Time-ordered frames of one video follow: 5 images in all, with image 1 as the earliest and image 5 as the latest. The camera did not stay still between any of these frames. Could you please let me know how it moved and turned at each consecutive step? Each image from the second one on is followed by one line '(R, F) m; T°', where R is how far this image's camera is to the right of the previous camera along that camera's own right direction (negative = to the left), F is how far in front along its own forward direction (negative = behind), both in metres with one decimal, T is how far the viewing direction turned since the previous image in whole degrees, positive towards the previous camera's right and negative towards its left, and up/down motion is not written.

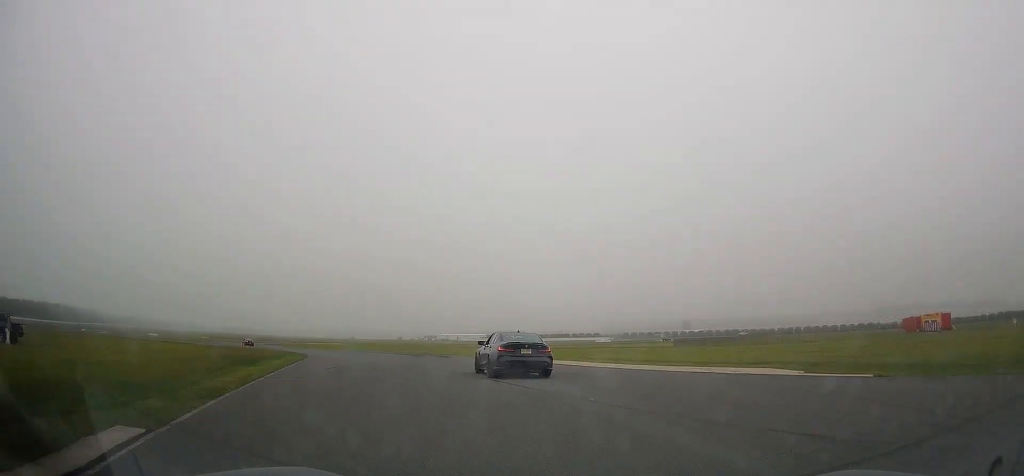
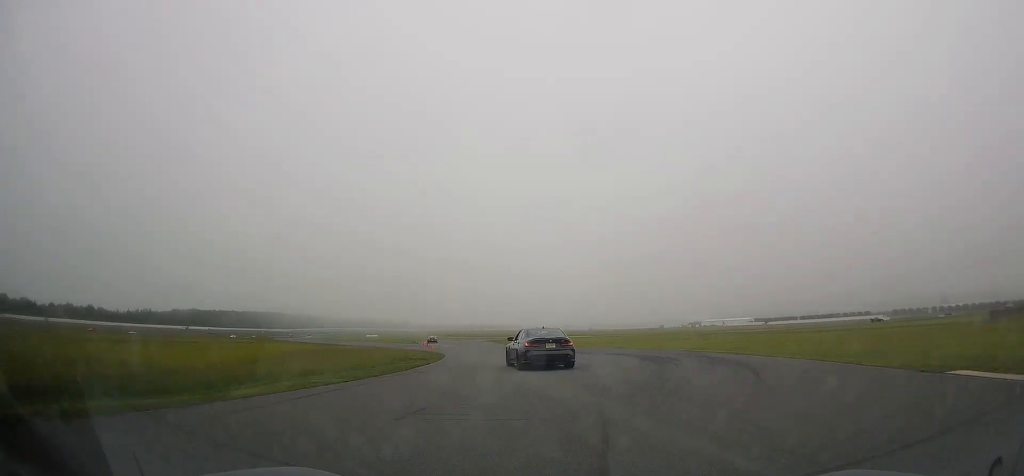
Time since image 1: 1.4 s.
(-7.1, +29.5) m; -23°
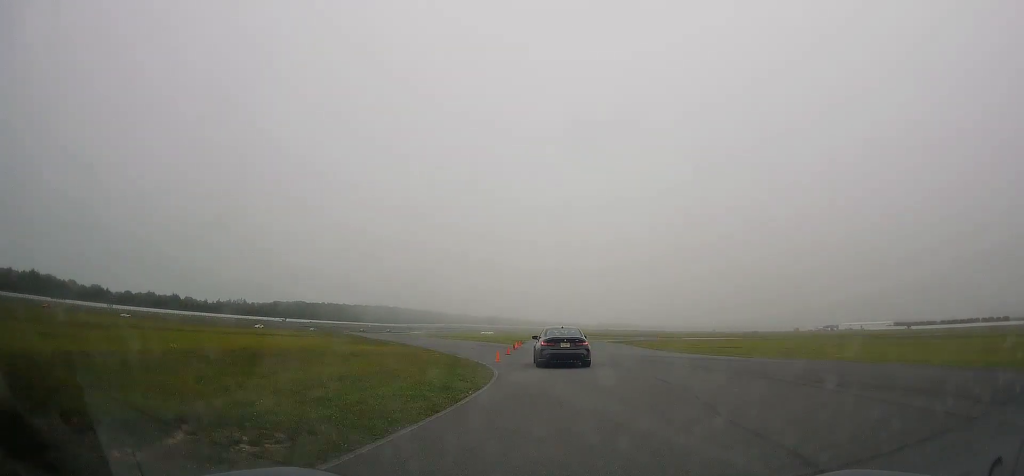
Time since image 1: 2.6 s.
(-3.7, +27.4) m; -11°
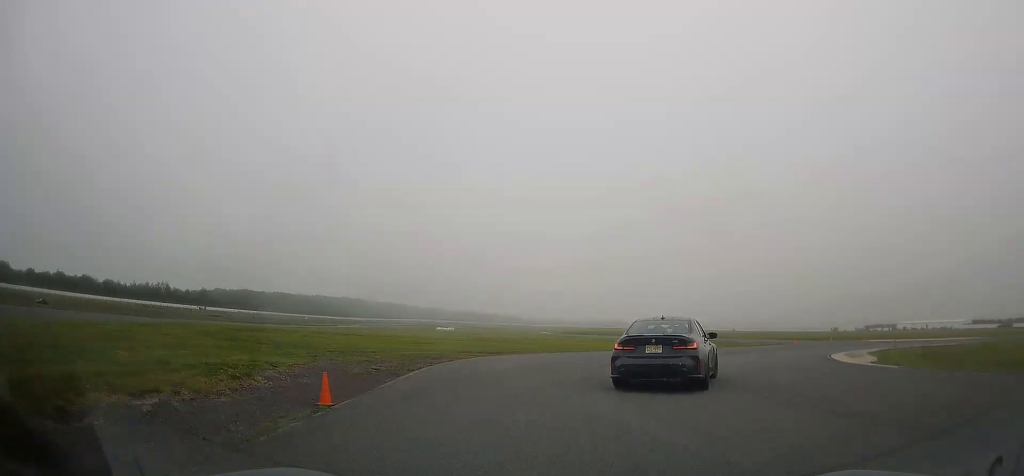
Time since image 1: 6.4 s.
(-3.7, +86.8) m; +6°
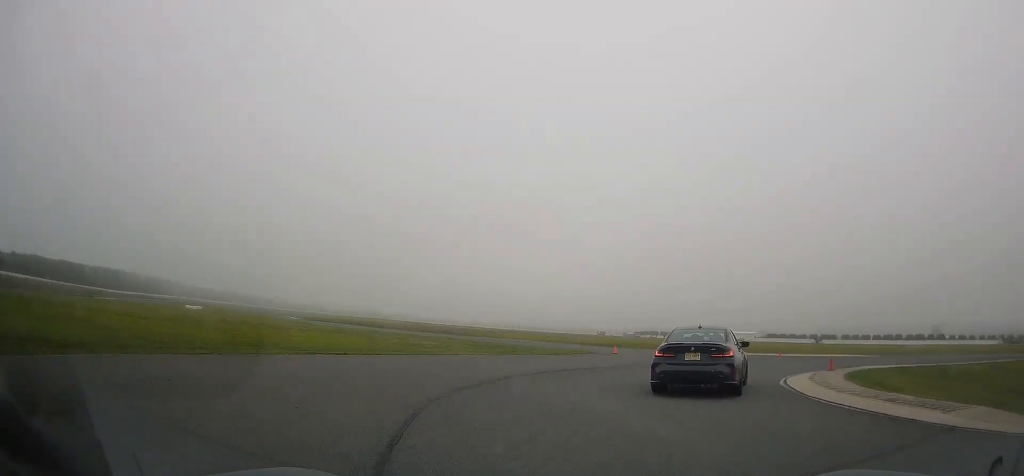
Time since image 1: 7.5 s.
(+2.5, +17.2) m; +23°
